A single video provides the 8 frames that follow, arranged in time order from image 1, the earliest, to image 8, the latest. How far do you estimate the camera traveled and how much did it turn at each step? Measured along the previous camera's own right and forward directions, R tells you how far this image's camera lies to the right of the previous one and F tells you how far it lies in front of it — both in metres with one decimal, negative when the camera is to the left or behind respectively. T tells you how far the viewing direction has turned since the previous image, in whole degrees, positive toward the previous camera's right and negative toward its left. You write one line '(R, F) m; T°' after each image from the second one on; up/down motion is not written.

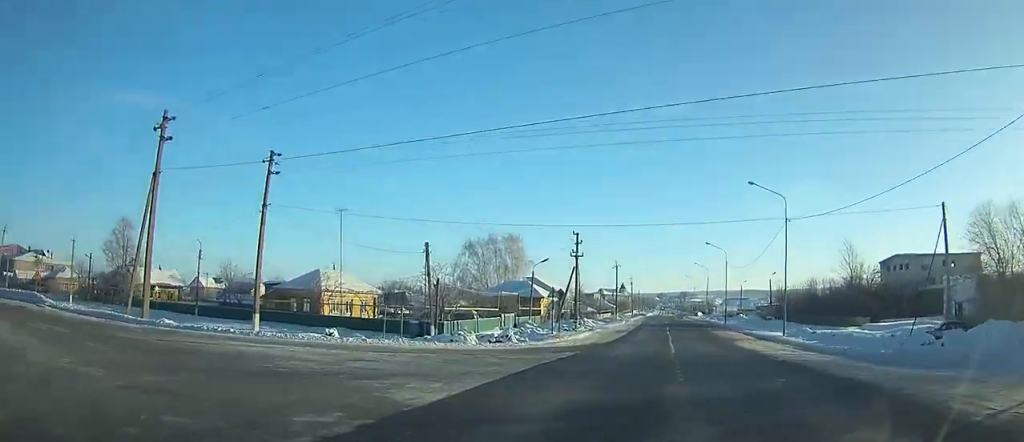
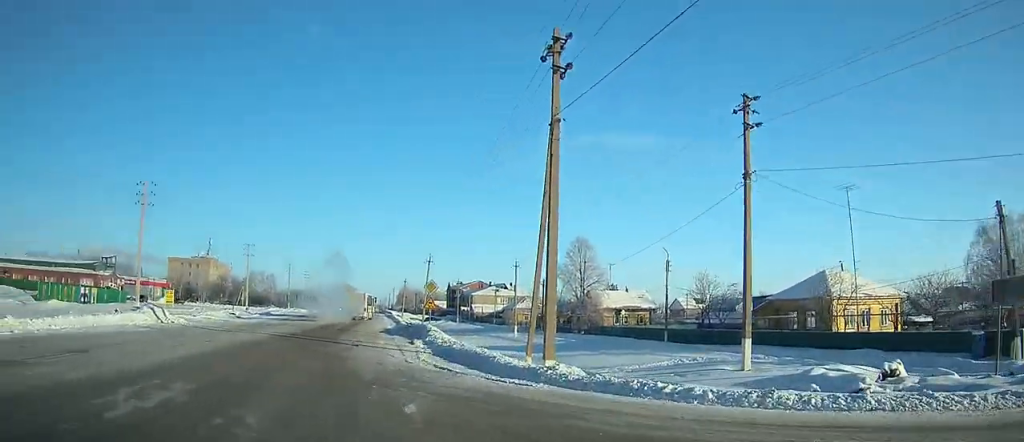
(-4.8, +14.2) m; -35°
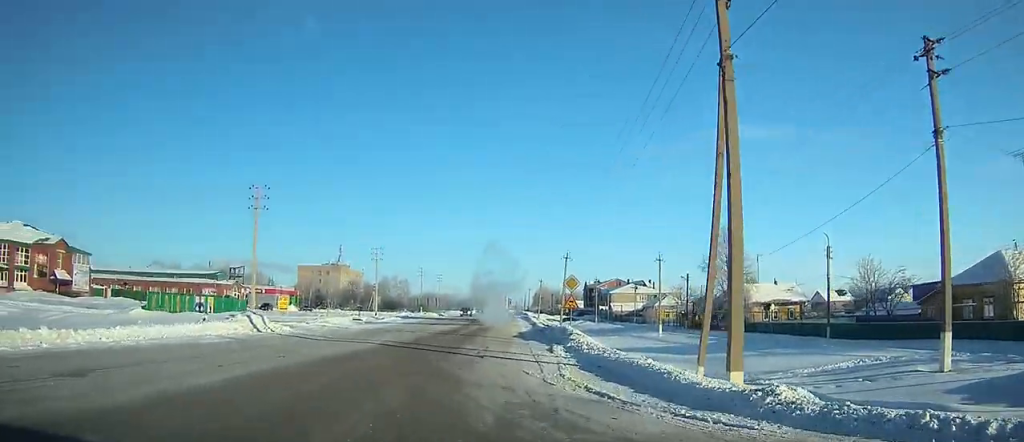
(-0.6, +4.3) m; -8°
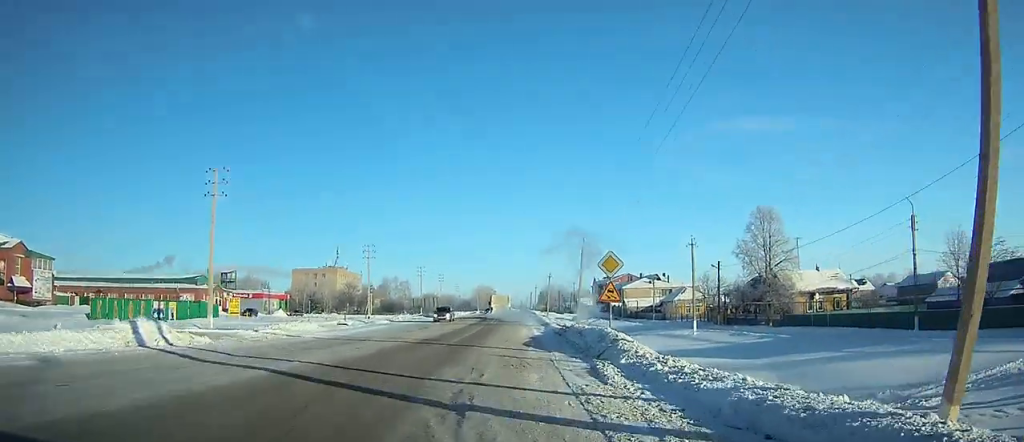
(-1.1, +8.6) m; -9°
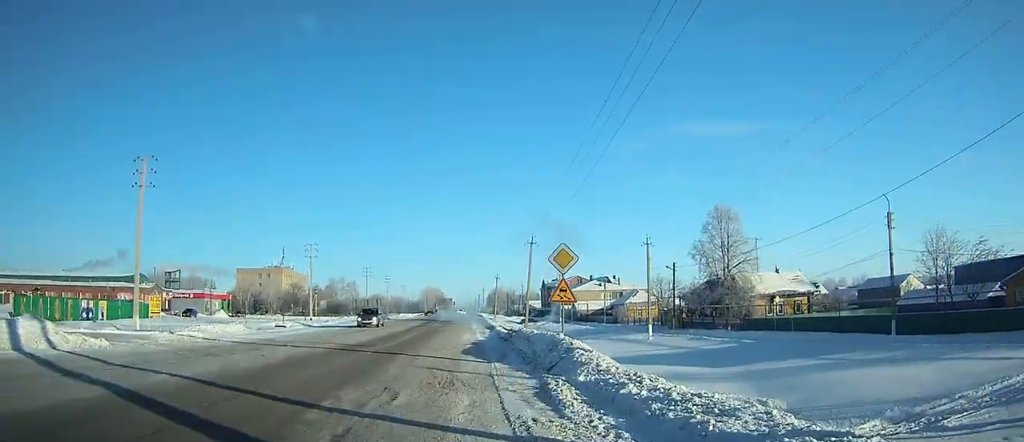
(0.0, +2.4) m; -1°
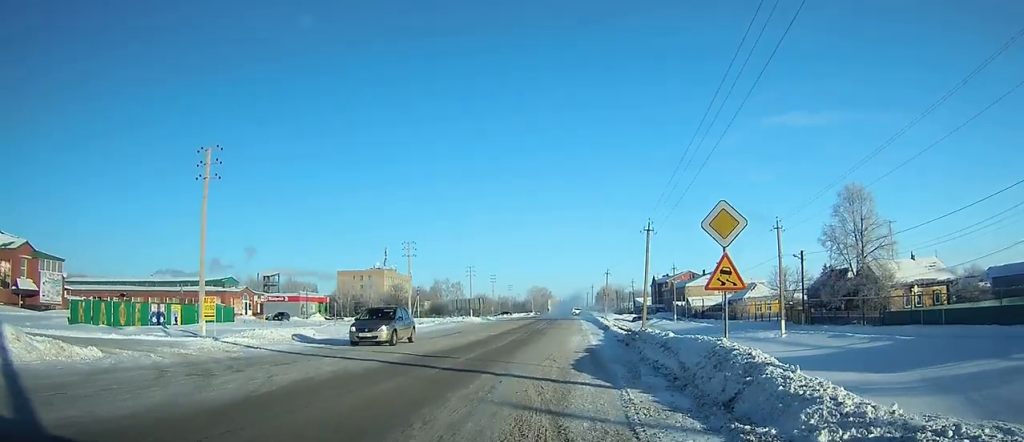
(-0.2, +4.2) m; -12°
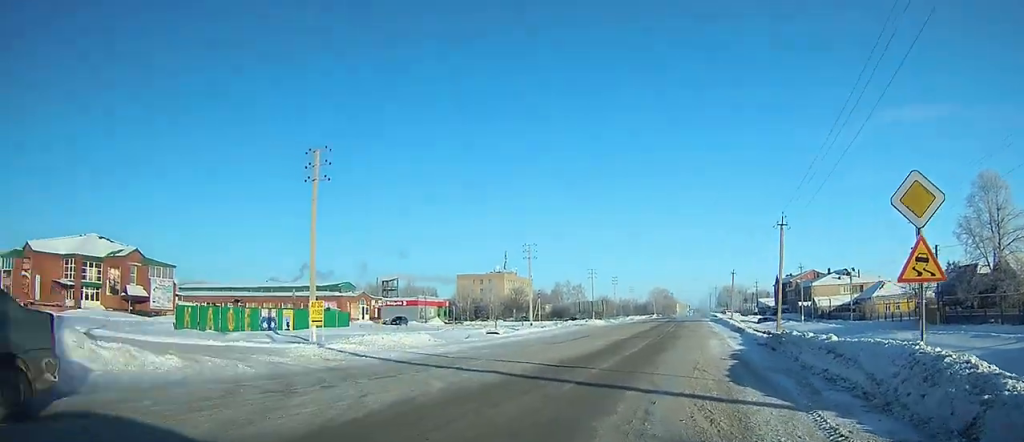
(-0.5, +2.2) m; -34°
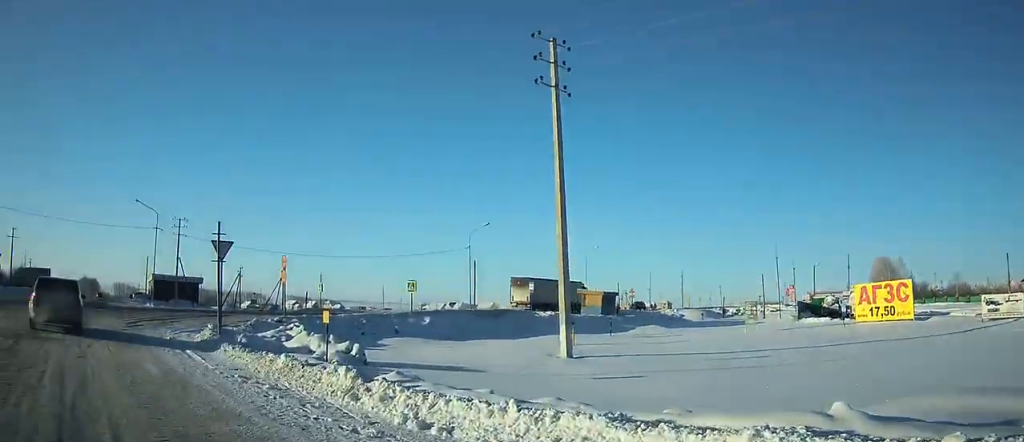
(-2.3, +1.6) m; -105°
